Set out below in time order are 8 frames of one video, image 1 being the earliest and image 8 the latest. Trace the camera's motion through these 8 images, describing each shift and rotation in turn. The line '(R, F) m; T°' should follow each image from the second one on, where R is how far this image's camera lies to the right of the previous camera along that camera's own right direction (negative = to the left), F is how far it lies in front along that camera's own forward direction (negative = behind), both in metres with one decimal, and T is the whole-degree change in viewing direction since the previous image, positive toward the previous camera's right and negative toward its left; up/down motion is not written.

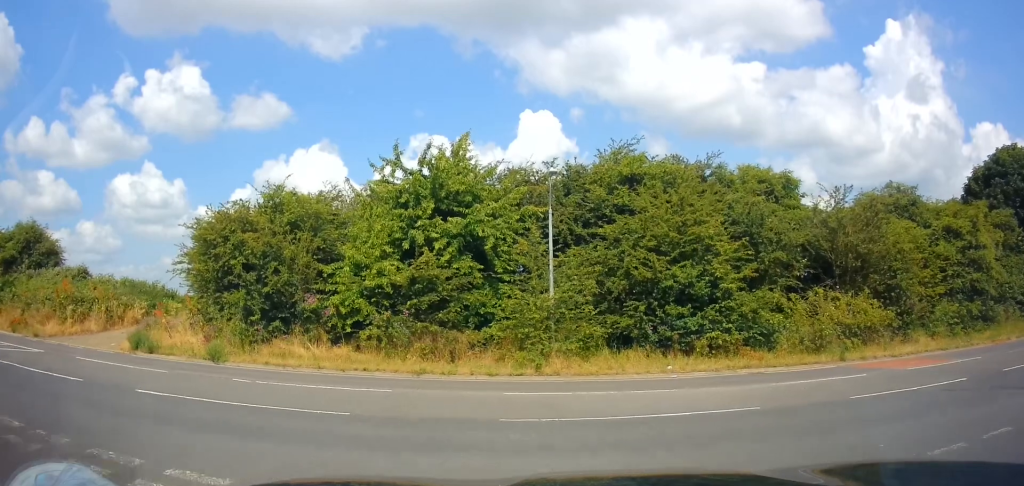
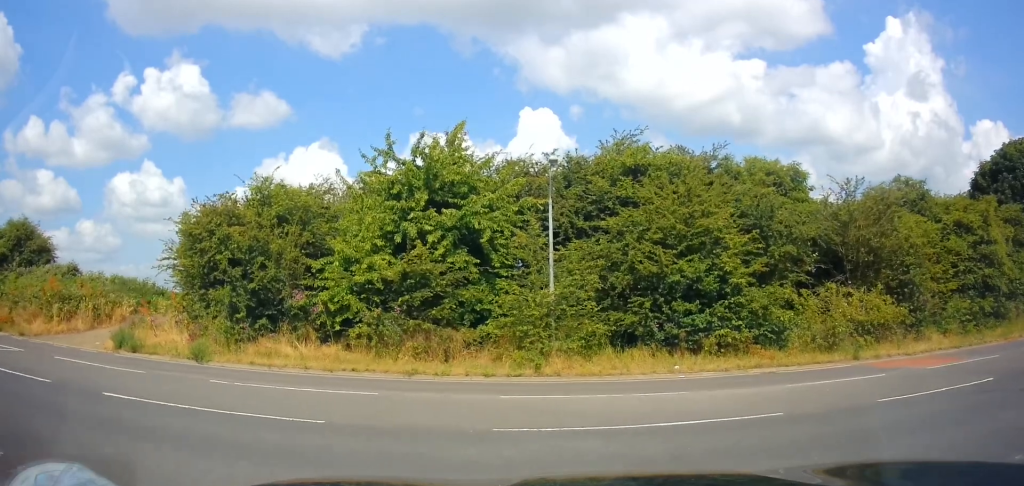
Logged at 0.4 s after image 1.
(-0.1, +1.0) m; -3°
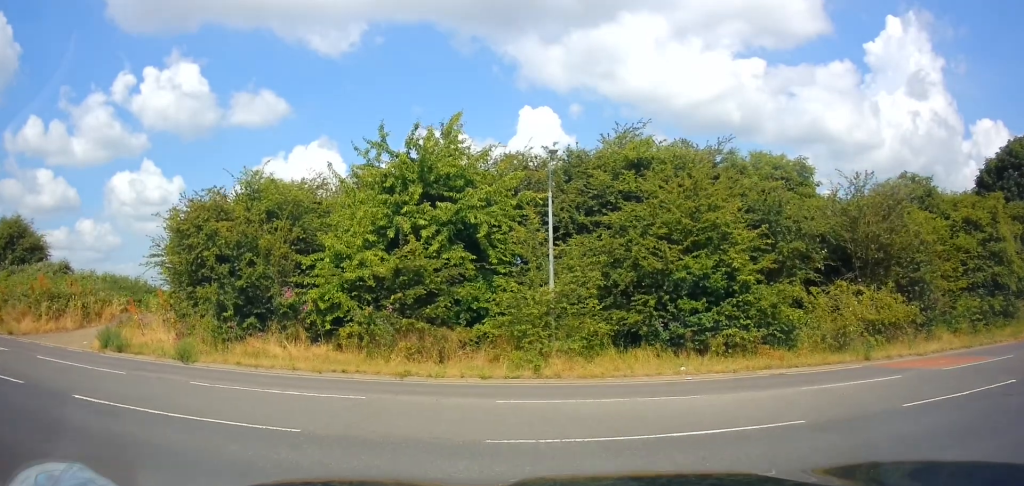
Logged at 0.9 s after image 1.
(-0.1, +1.1) m; -3°
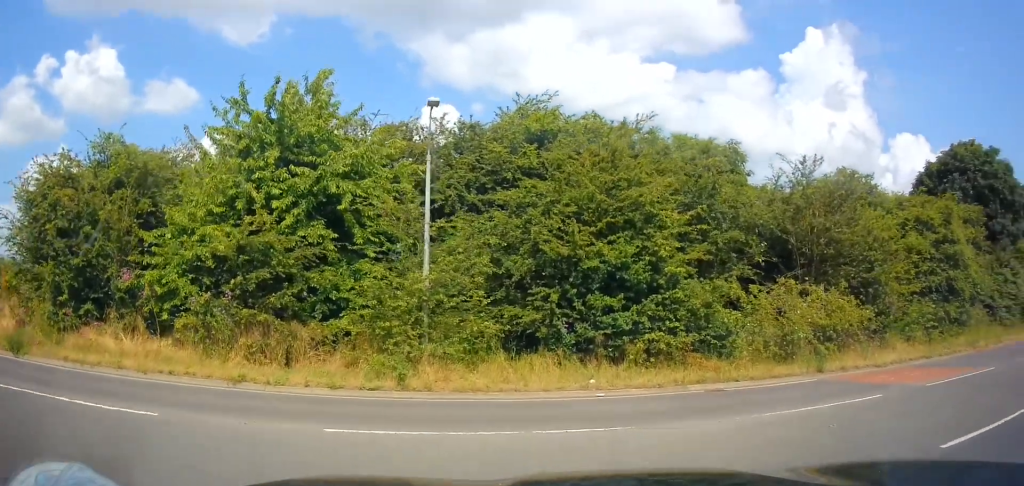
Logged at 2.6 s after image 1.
(+0.5, +3.4) m; +21°
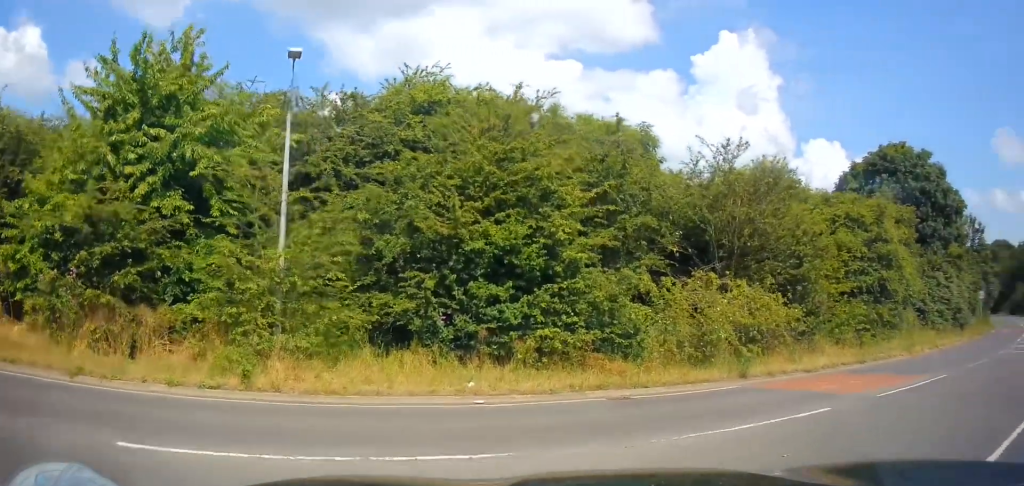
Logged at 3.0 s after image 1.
(0.0, +1.5) m; +8°
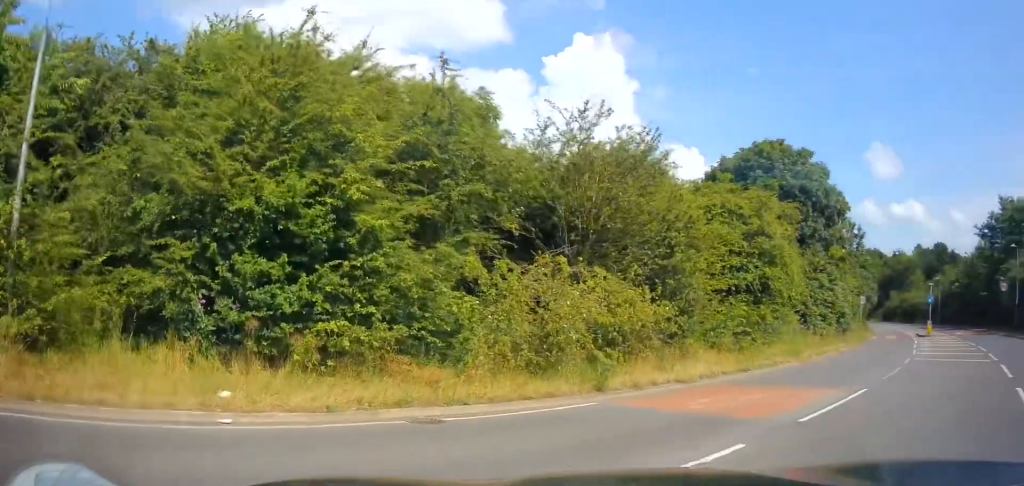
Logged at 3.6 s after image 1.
(+0.1, +2.7) m; +14°
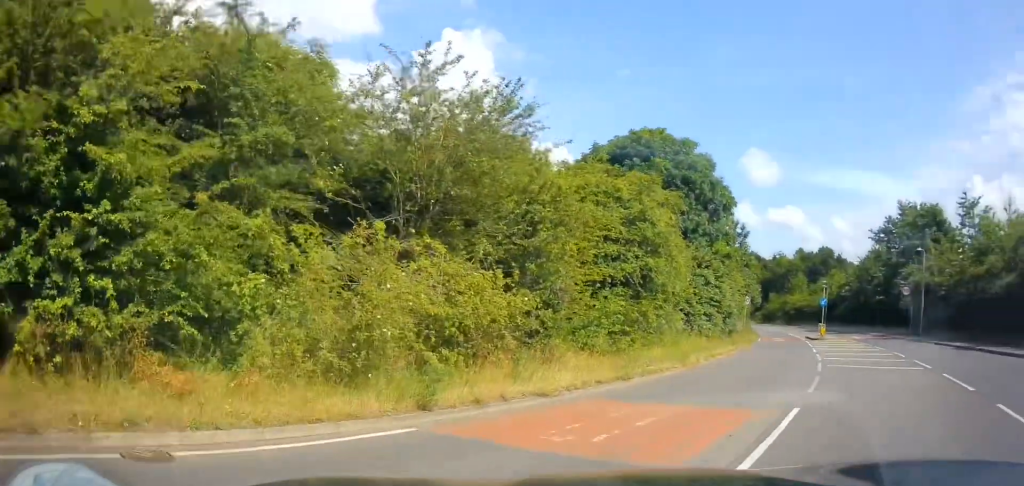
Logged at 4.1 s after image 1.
(+0.2, +2.5) m; +10°
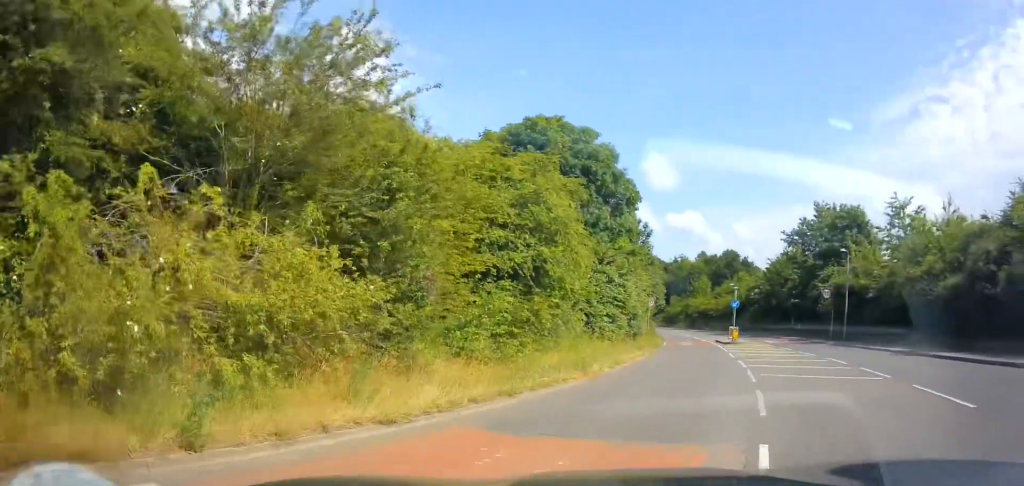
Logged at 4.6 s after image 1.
(+0.5, +2.6) m; +7°
